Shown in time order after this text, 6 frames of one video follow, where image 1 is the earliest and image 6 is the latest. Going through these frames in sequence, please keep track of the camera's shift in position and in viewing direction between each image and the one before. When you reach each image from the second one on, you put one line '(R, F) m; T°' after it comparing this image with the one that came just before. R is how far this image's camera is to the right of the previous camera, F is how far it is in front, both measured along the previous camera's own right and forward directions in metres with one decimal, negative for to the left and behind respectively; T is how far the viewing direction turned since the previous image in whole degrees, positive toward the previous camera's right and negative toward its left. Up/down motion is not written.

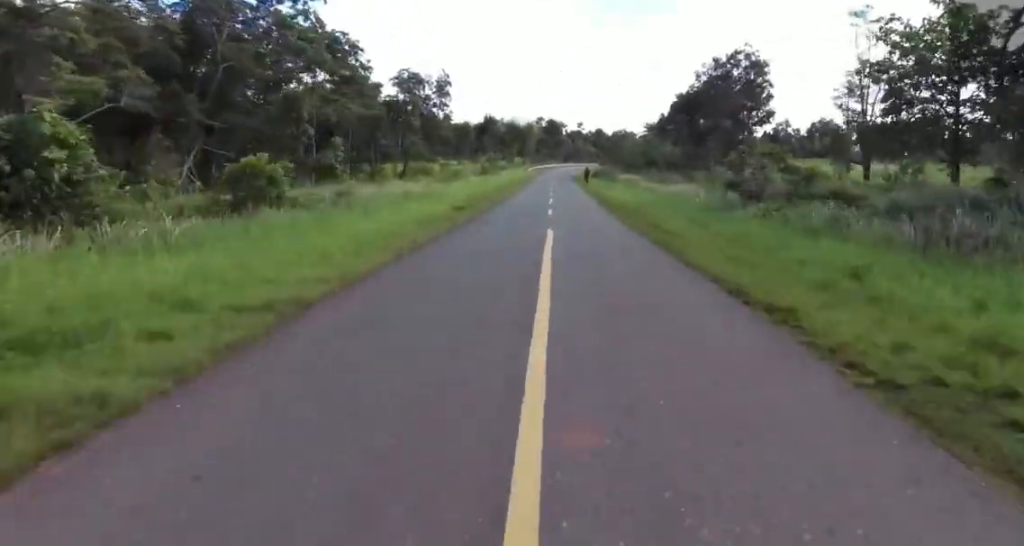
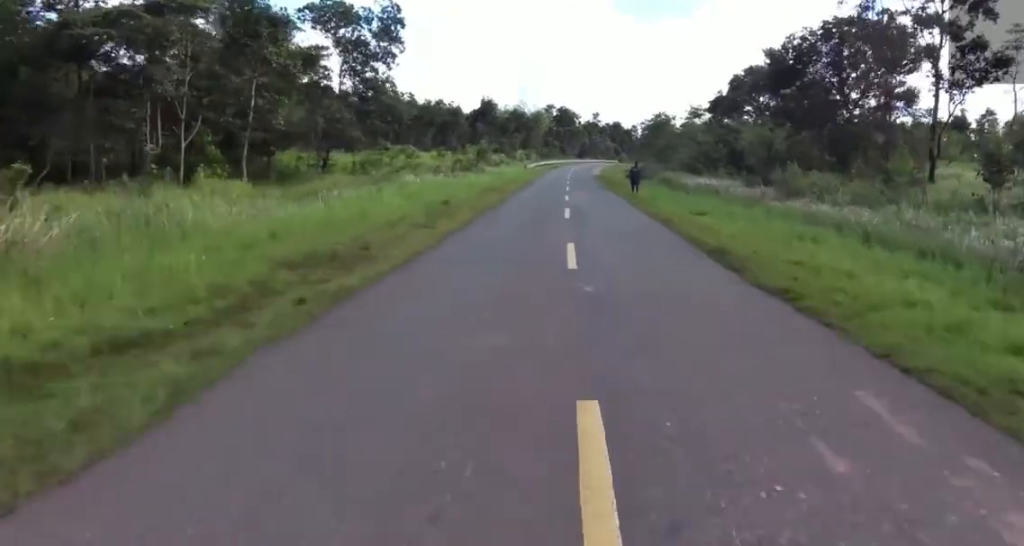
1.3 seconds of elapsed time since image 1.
(-0.2, +28.7) m; -3°
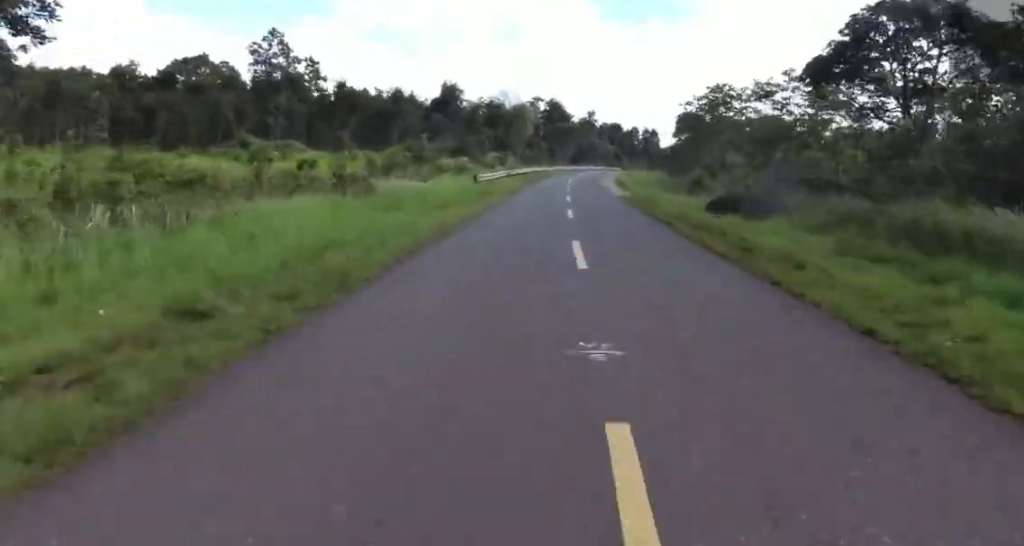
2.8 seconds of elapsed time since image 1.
(-1.2, +31.8) m; 0°
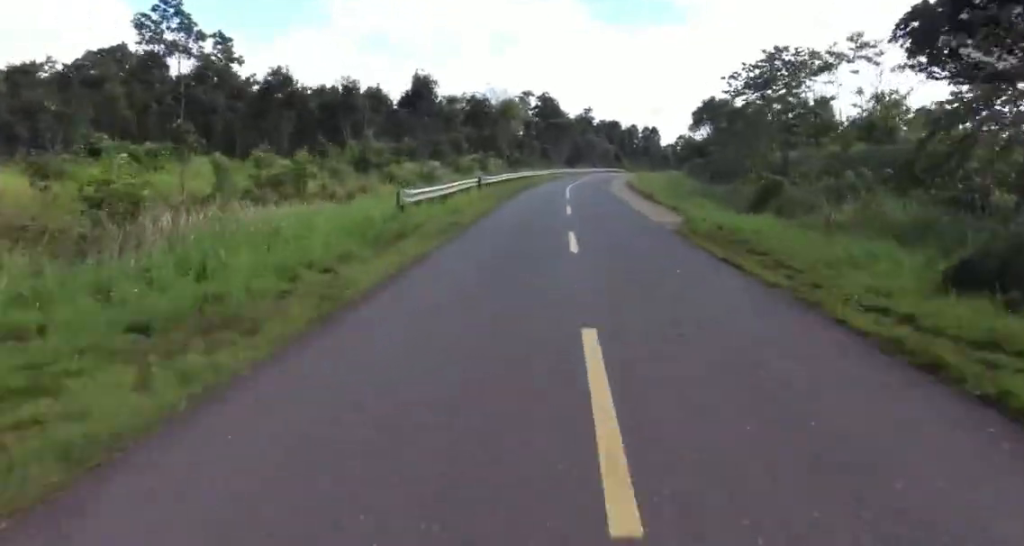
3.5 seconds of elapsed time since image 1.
(+0.2, +14.0) m; +9°
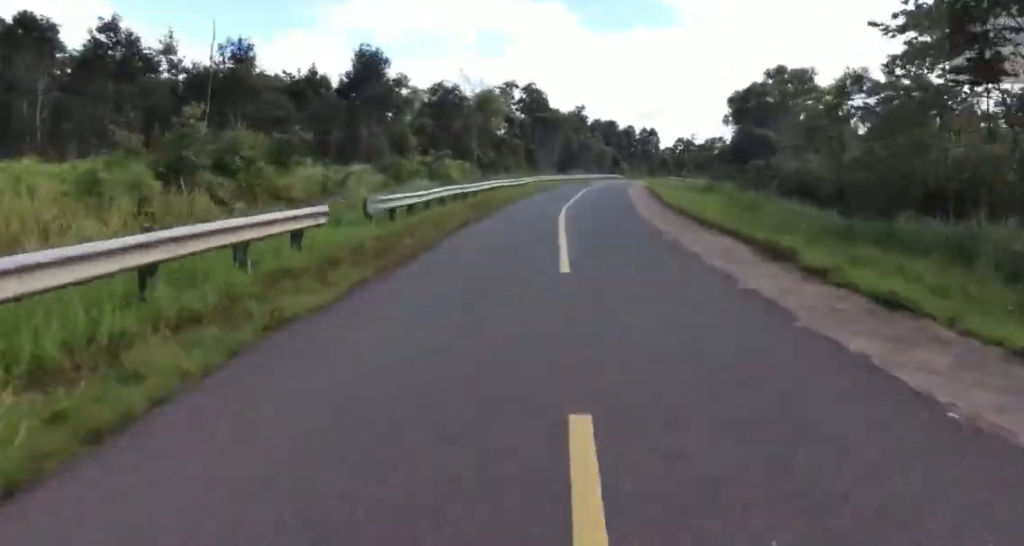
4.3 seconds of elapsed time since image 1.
(+2.3, +16.9) m; +6°
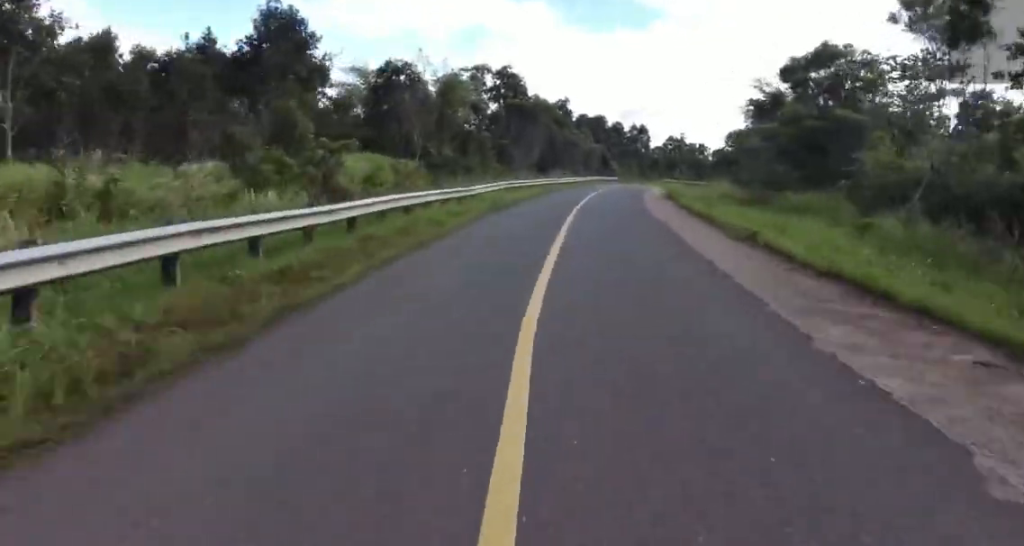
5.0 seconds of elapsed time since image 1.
(+0.8, +15.8) m; +2°
